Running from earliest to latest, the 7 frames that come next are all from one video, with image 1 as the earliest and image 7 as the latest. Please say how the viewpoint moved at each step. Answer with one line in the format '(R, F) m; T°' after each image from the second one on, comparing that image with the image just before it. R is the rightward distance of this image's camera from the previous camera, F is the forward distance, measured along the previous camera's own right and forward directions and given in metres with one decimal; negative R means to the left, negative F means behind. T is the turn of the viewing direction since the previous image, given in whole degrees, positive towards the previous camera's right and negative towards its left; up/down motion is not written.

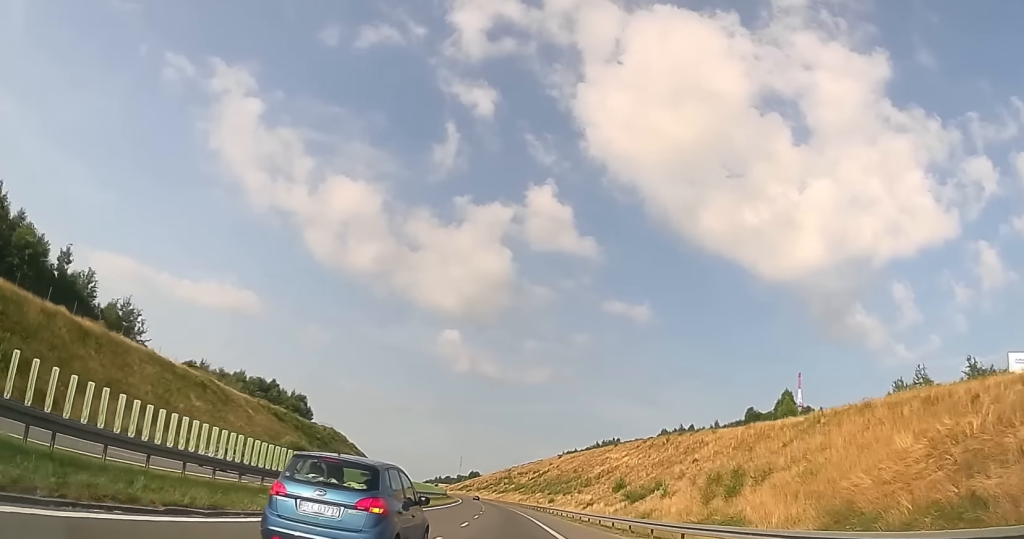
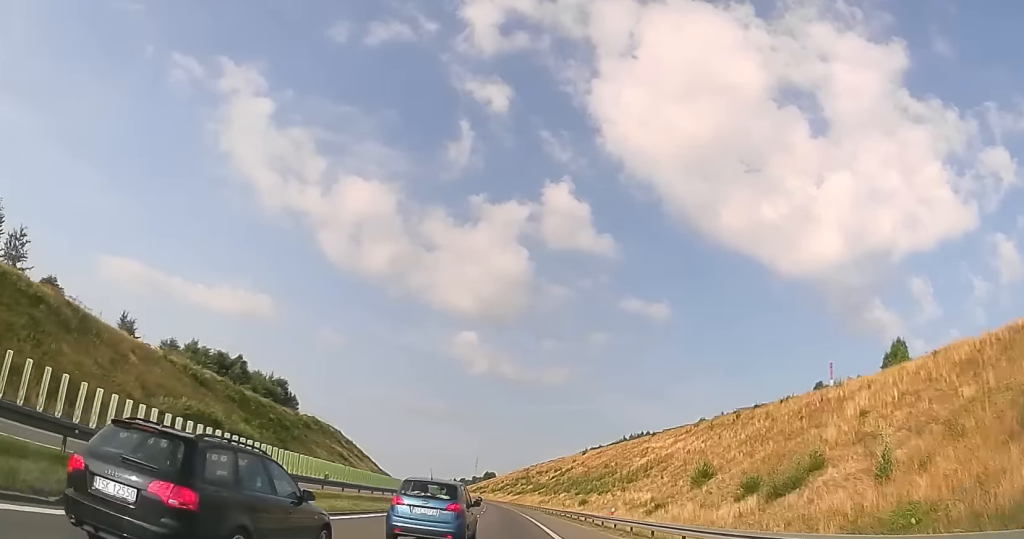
(-0.1, +27.2) m; 0°
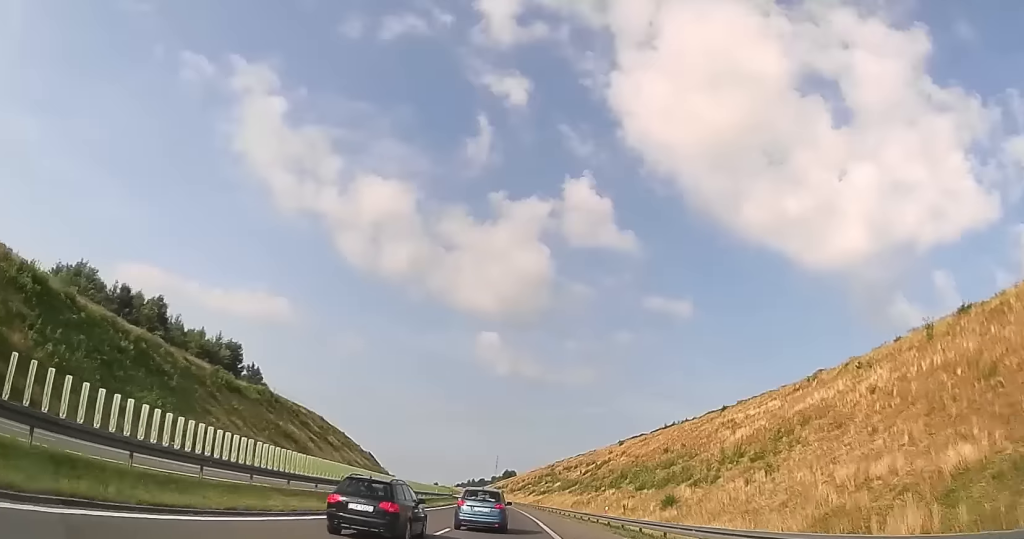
(-0.2, +40.4) m; -1°
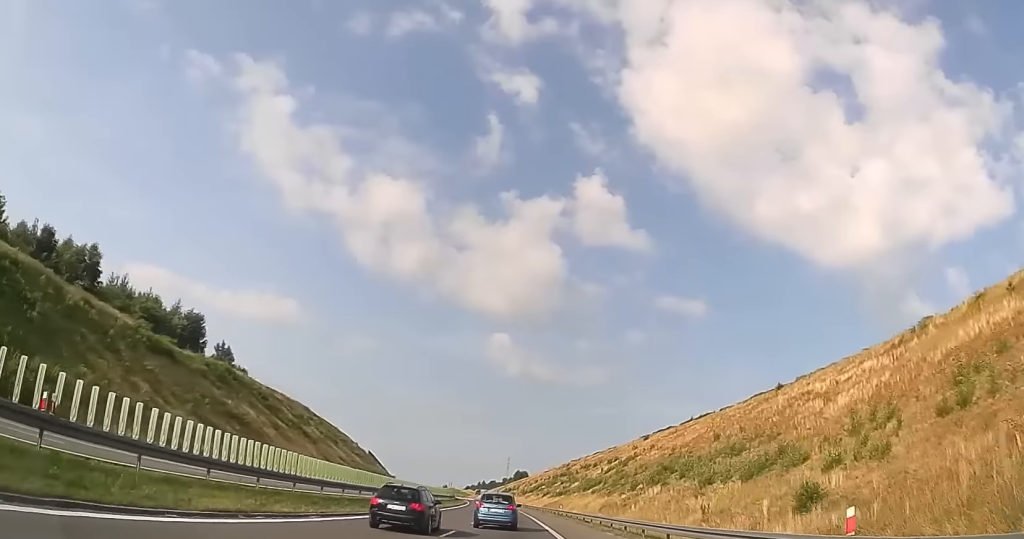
(-0.1, +21.7) m; -1°
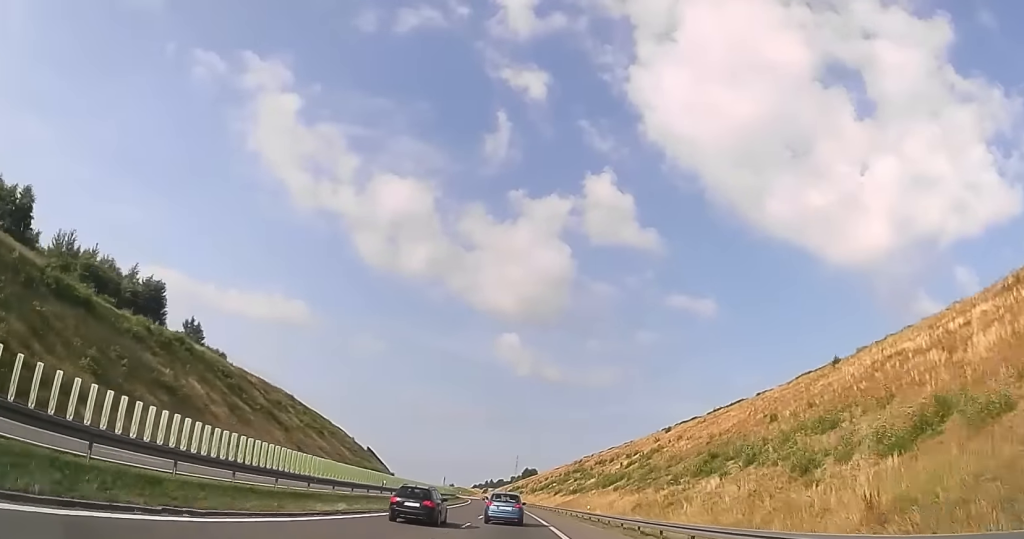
(-0.1, +17.2) m; 0°
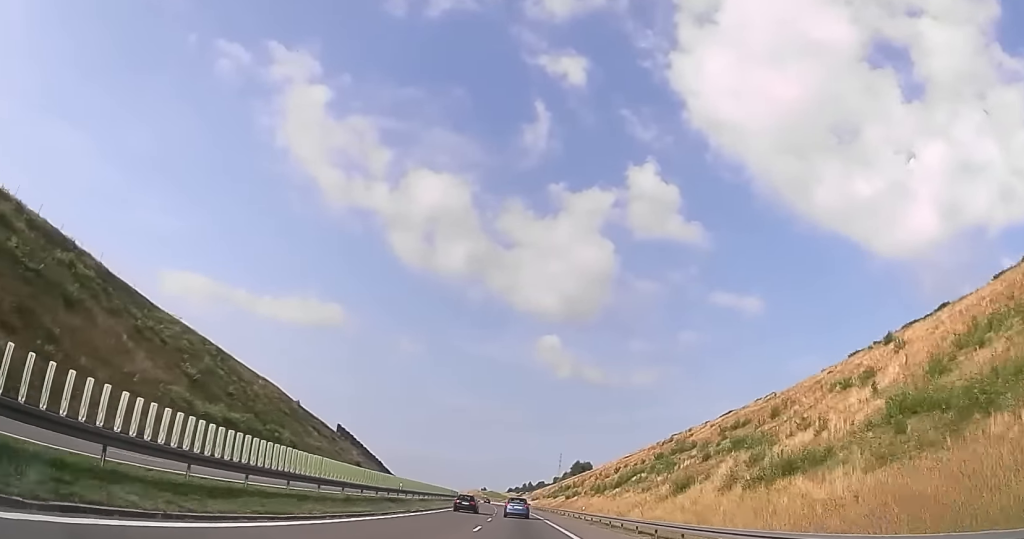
(-4.9, +93.3) m; -7°
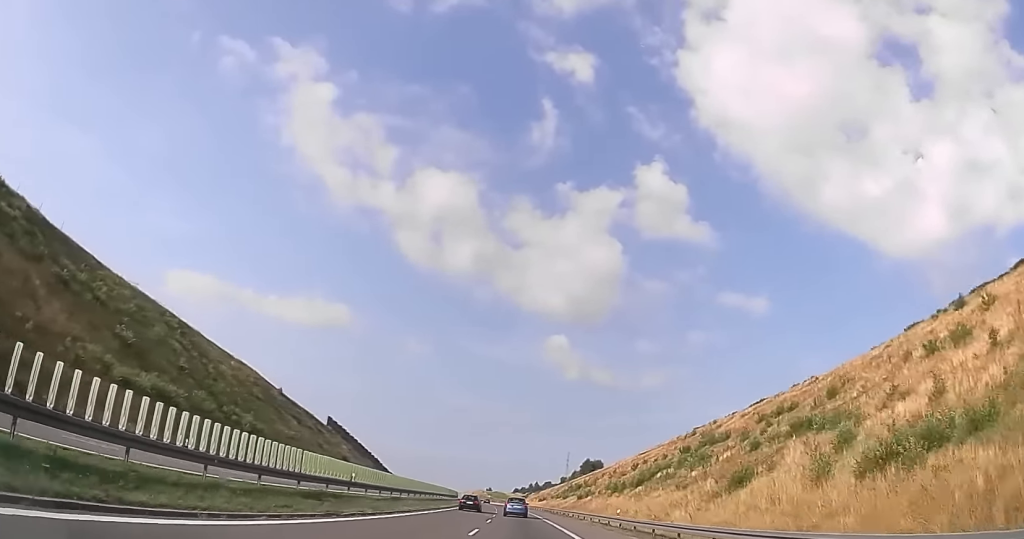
(-0.1, +15.4) m; -1°
